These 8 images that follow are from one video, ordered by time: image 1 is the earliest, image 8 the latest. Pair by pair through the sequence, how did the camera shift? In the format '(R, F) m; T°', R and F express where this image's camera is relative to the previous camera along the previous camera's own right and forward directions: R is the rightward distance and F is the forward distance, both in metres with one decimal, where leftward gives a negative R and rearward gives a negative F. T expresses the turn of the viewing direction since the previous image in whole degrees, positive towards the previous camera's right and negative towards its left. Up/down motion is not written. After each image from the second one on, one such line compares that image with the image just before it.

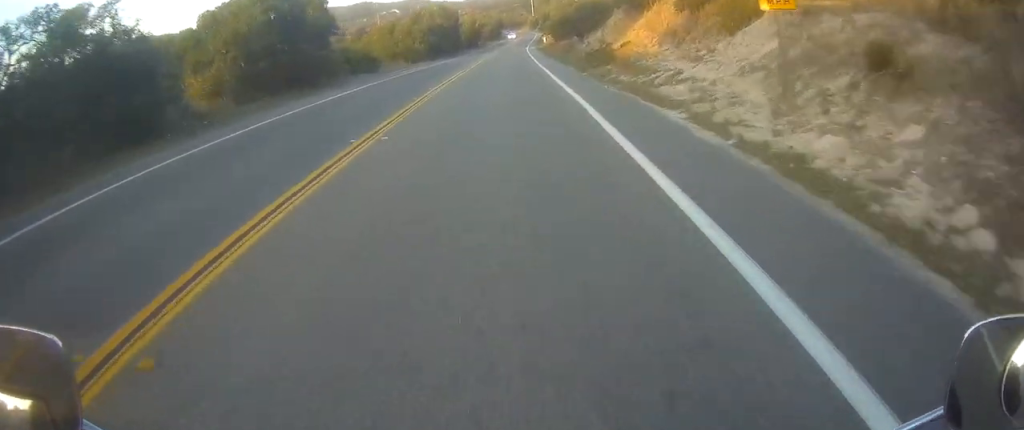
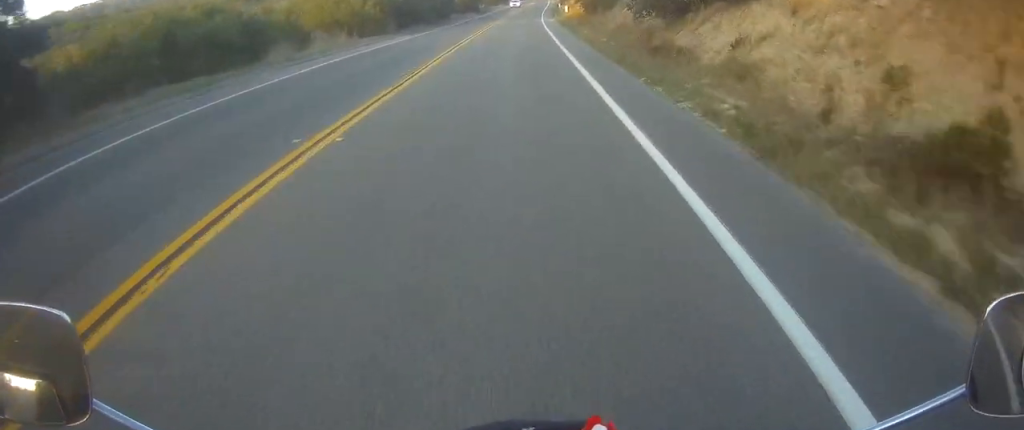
(+0.8, +24.9) m; +2°
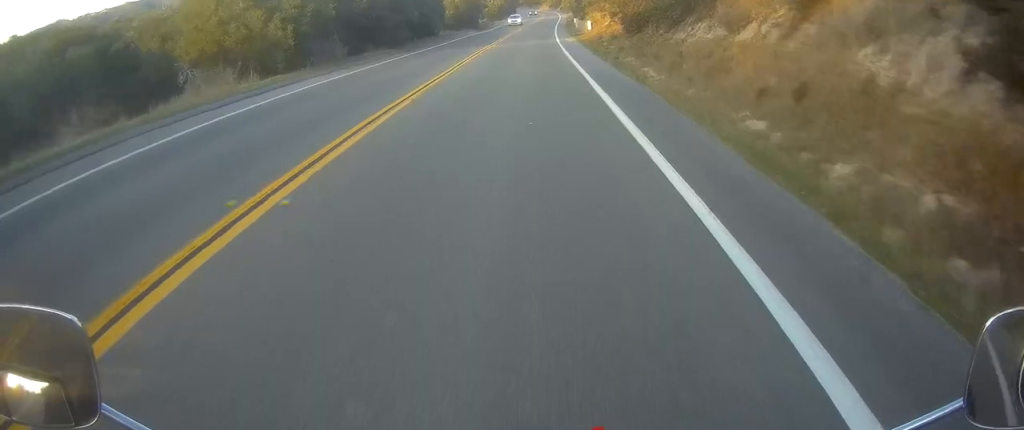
(+0.1, +16.8) m; 0°
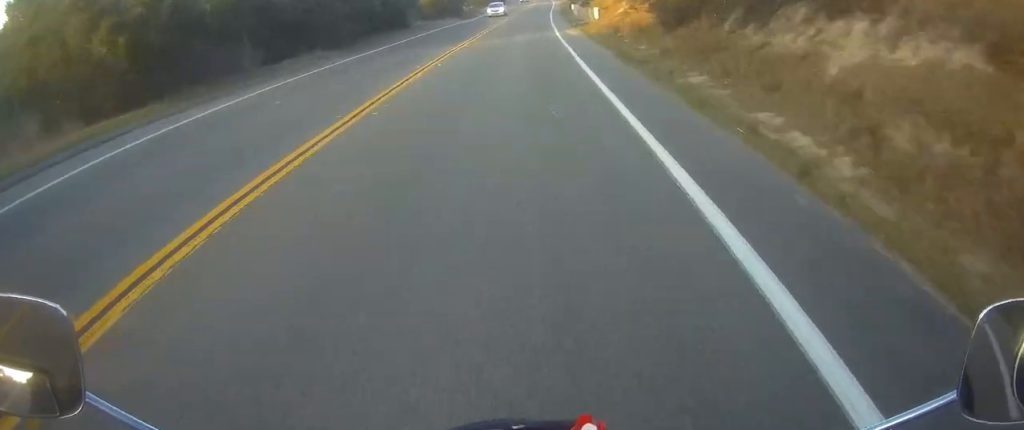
(0.0, +10.7) m; 0°
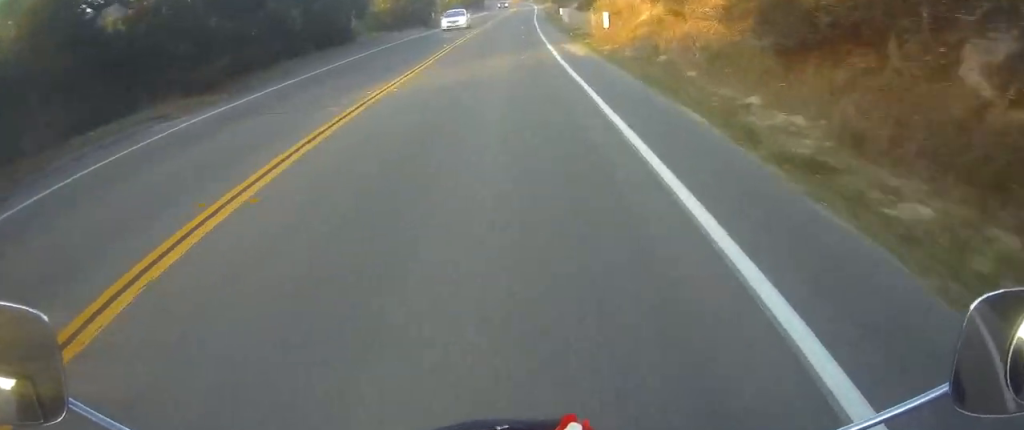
(-0.1, +11.6) m; 0°
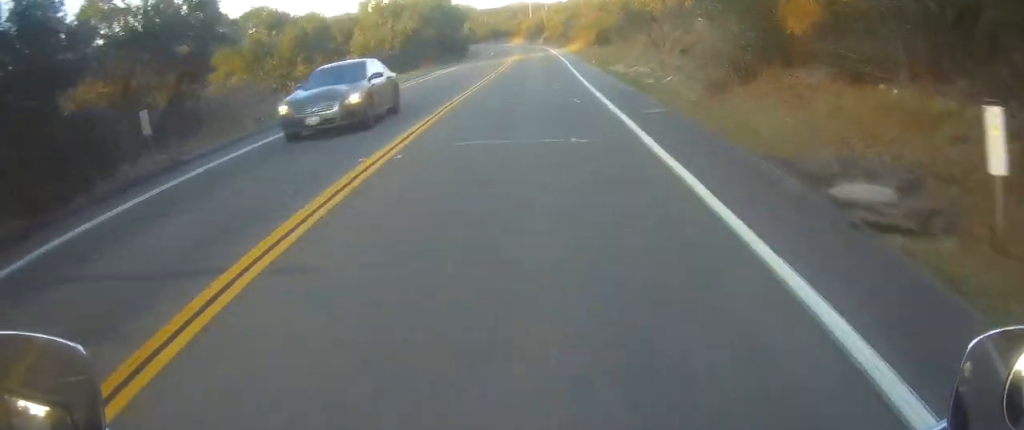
(+0.9, +56.1) m; +2°
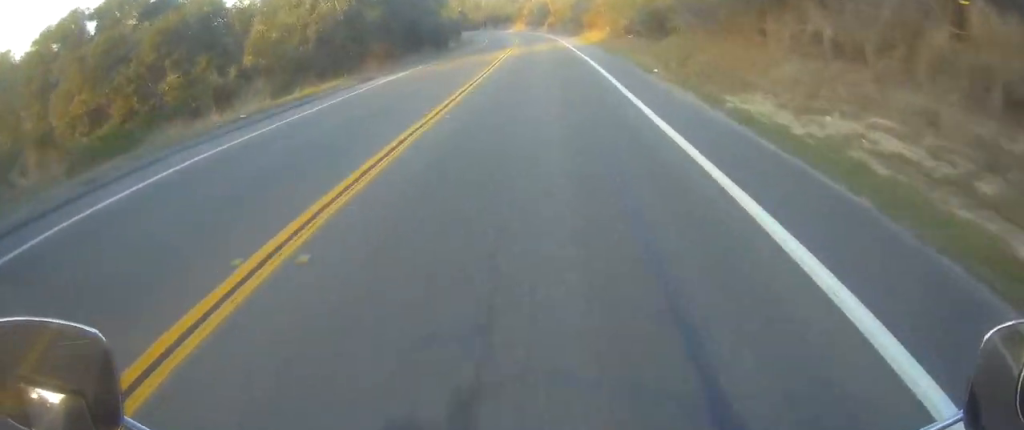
(+0.1, +20.1) m; 0°
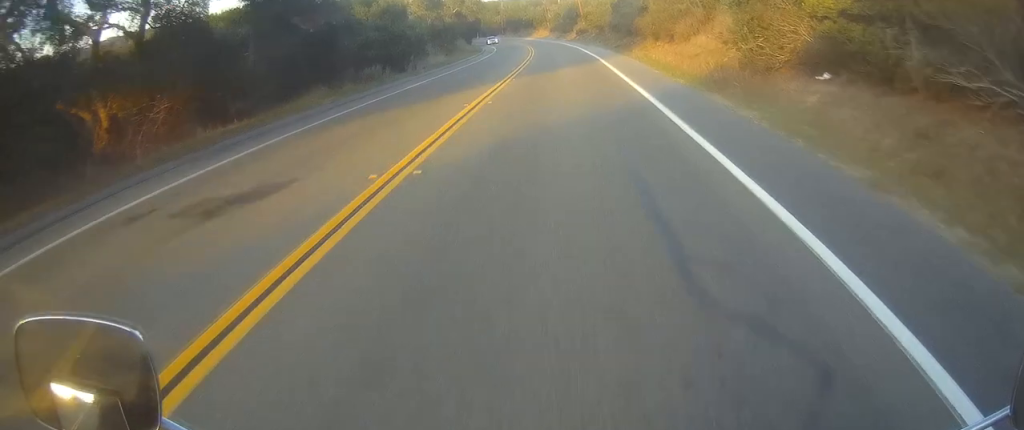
(-0.1, +26.9) m; 0°
